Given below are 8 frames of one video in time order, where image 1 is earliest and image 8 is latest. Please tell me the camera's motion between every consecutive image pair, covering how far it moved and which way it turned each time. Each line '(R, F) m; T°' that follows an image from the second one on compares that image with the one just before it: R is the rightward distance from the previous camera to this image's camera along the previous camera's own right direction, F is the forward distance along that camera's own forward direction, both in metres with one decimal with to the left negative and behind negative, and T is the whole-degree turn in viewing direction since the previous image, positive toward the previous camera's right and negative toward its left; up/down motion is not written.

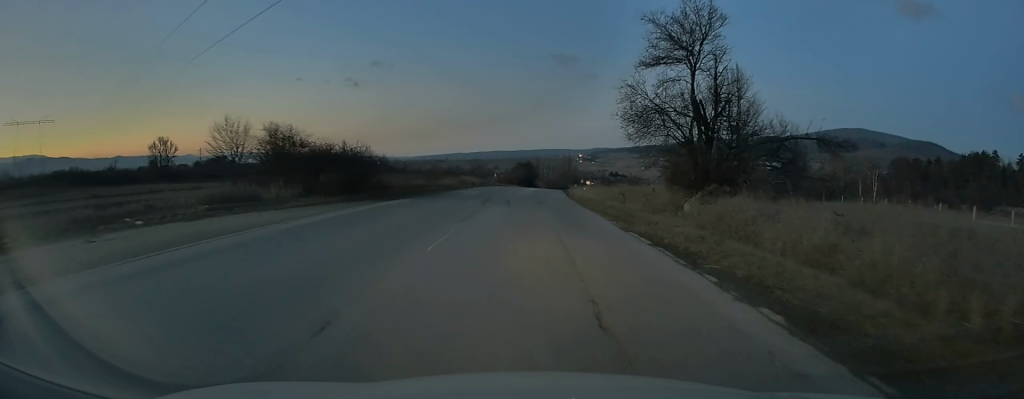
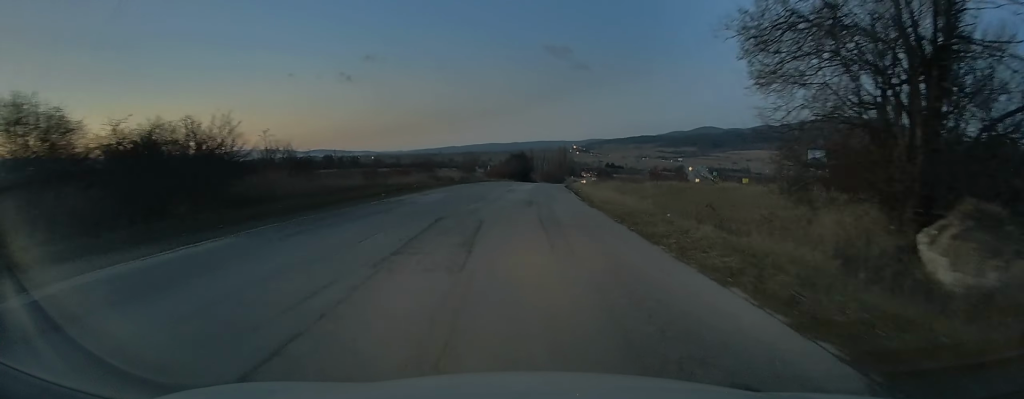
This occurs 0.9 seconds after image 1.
(+0.1, +14.9) m; +1°
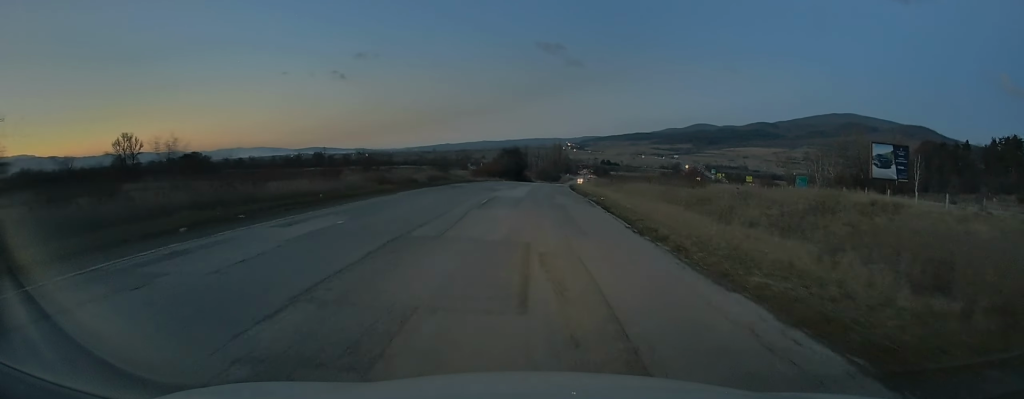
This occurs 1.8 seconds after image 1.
(+0.2, +15.5) m; +1°
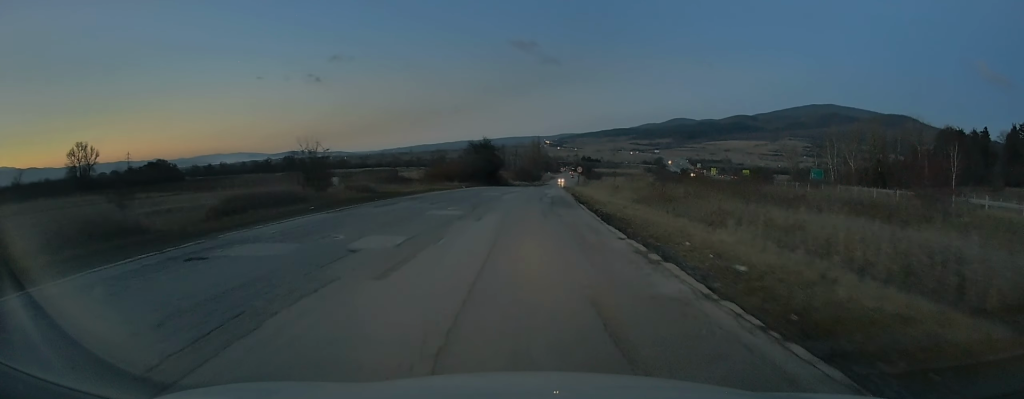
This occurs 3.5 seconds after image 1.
(+0.4, +27.0) m; +2°
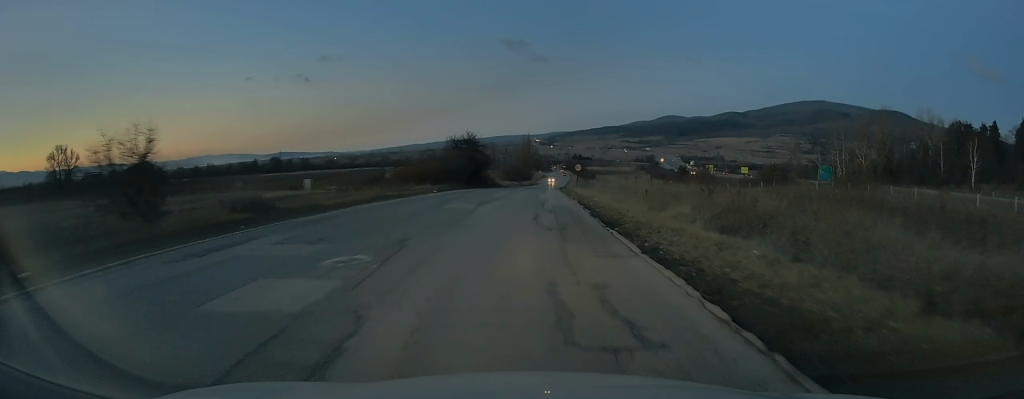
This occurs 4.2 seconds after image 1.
(+0.1, +11.5) m; +1°
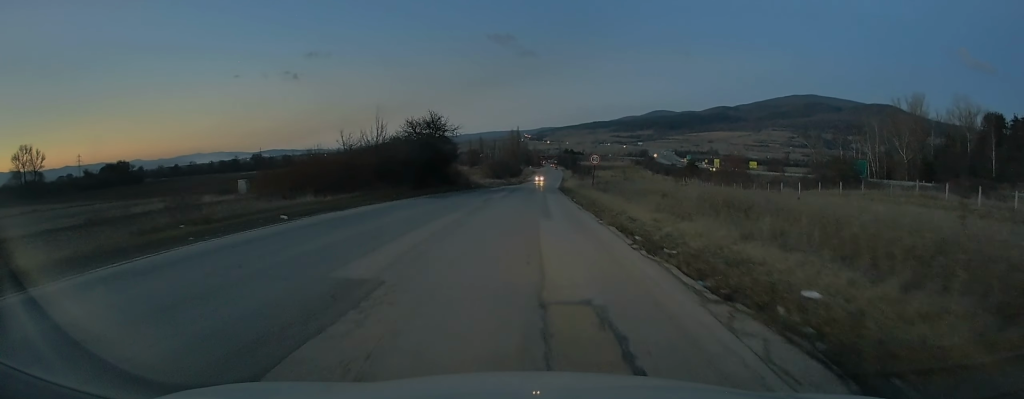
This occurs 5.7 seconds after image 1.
(0.0, +24.7) m; +1°
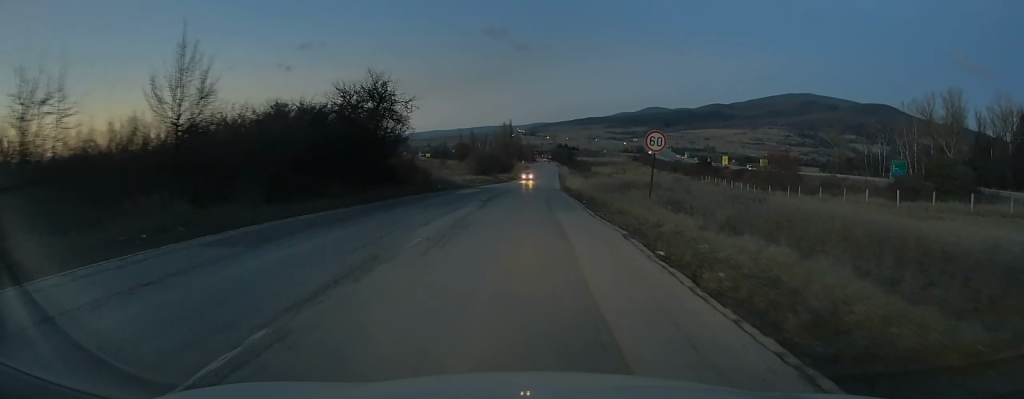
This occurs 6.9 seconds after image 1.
(+0.4, +21.0) m; +1°
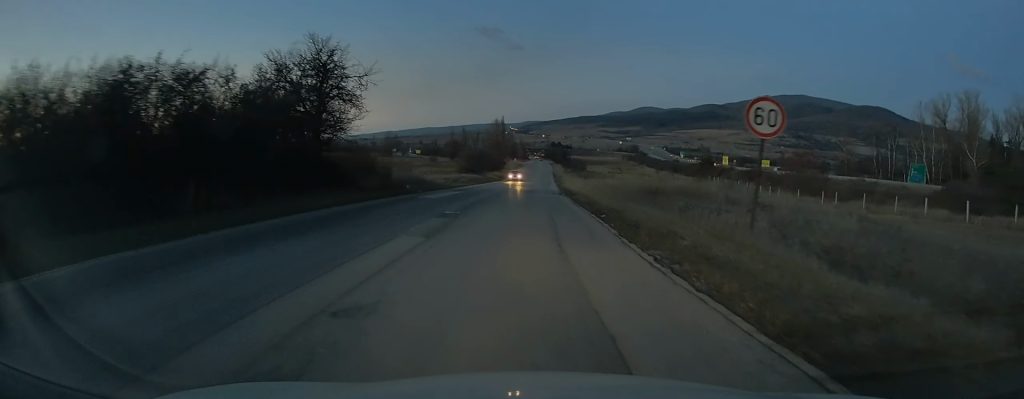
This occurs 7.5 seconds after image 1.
(0.0, +10.0) m; 0°
